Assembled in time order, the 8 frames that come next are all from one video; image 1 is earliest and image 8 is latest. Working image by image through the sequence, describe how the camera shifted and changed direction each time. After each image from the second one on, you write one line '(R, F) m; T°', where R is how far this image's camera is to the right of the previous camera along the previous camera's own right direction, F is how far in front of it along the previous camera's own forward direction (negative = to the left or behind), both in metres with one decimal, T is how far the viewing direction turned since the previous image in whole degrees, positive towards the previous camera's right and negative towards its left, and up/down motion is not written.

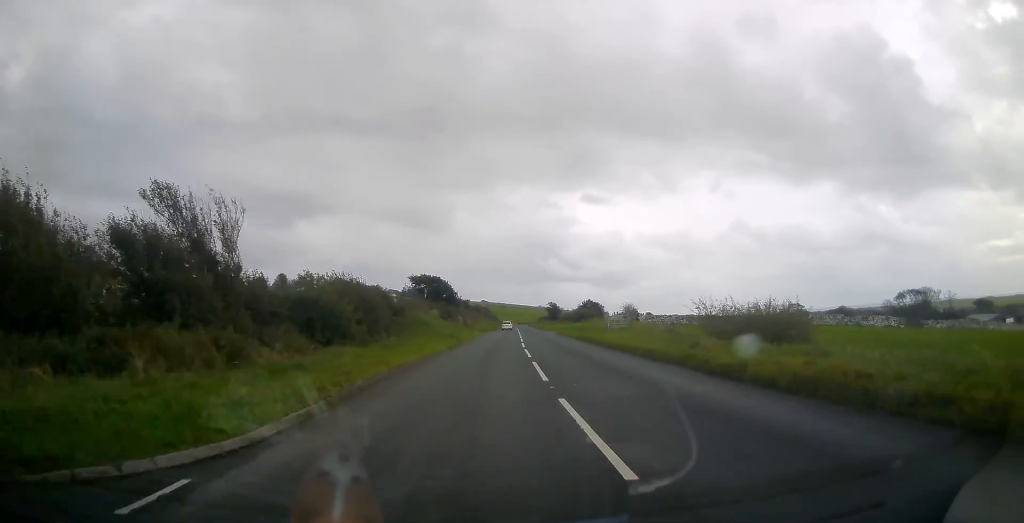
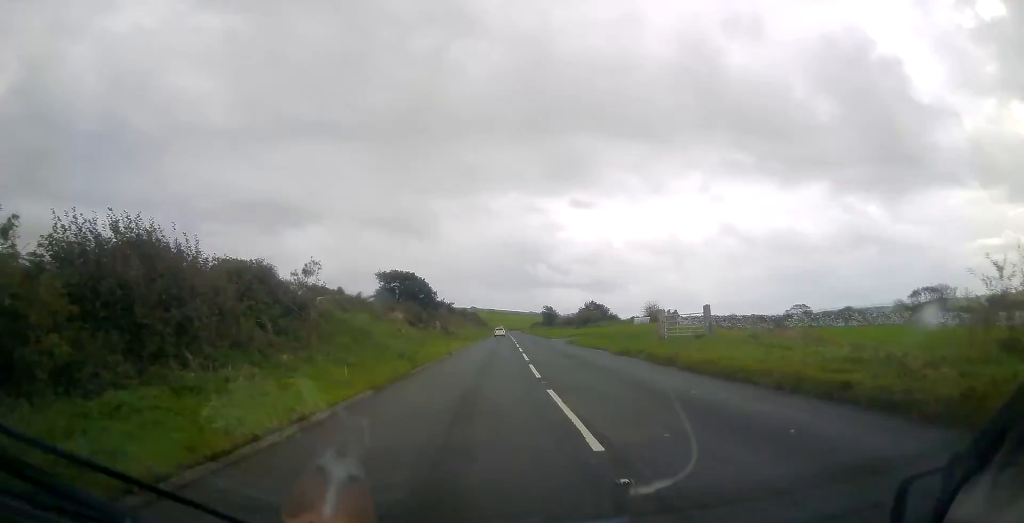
(+0.3, +16.7) m; +2°
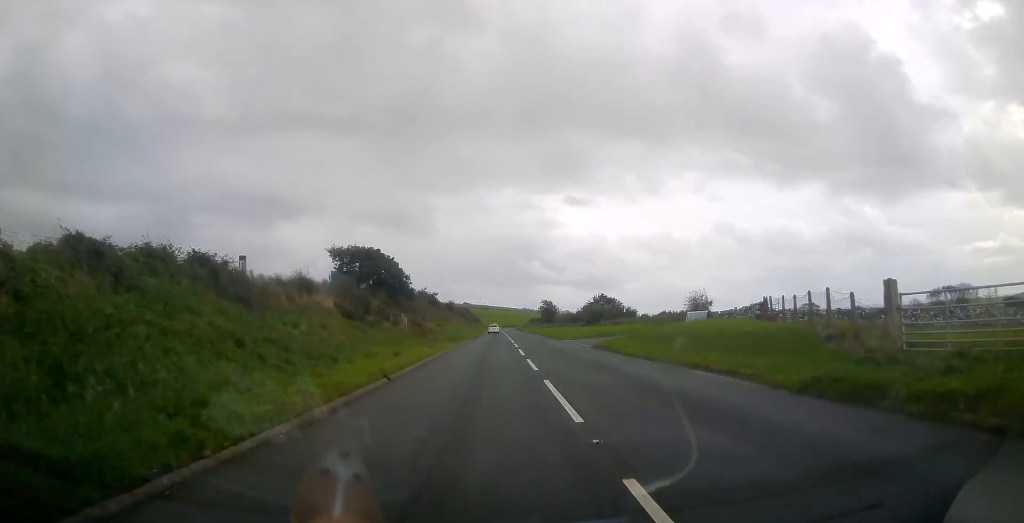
(+0.2, +16.8) m; +1°
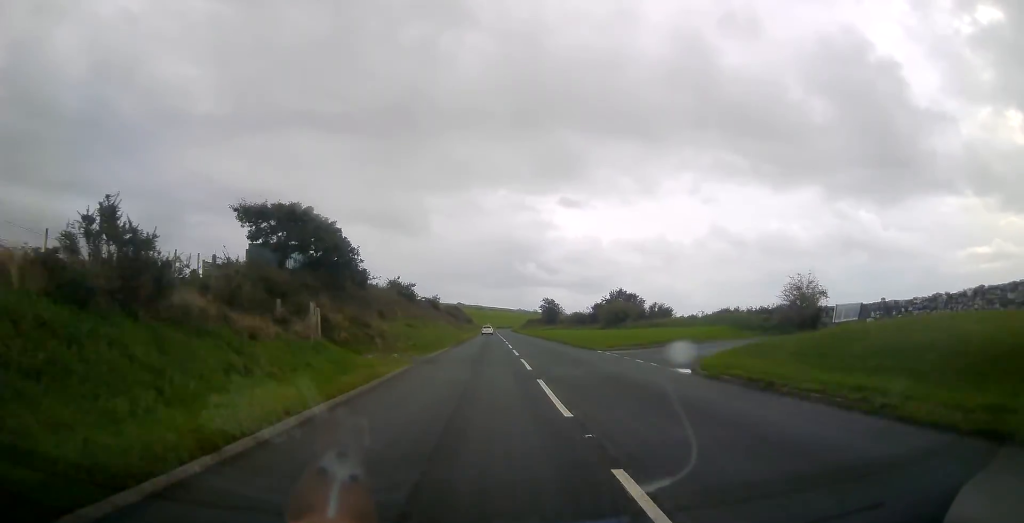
(+0.2, +17.7) m; +1°
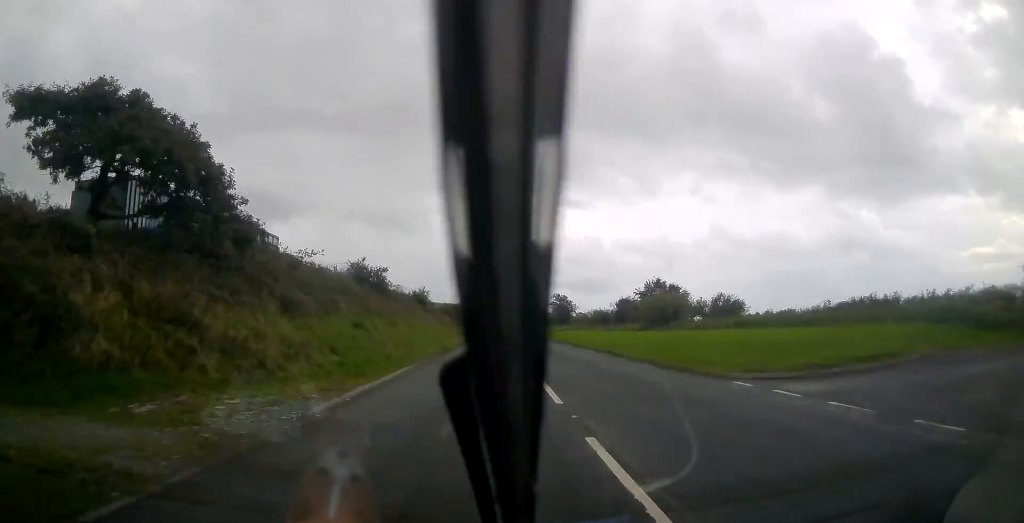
(+0.1, +17.0) m; 0°
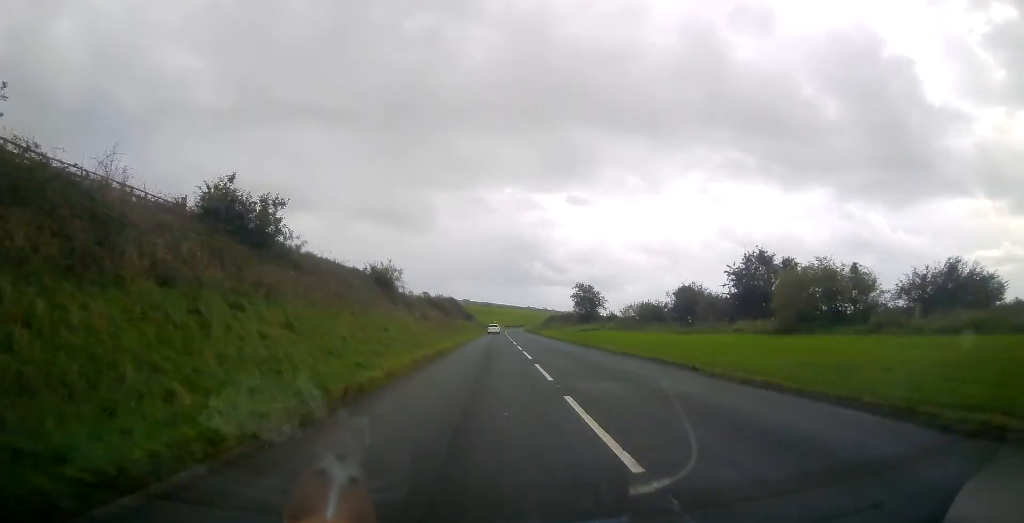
(0.0, +23.2) m; 0°
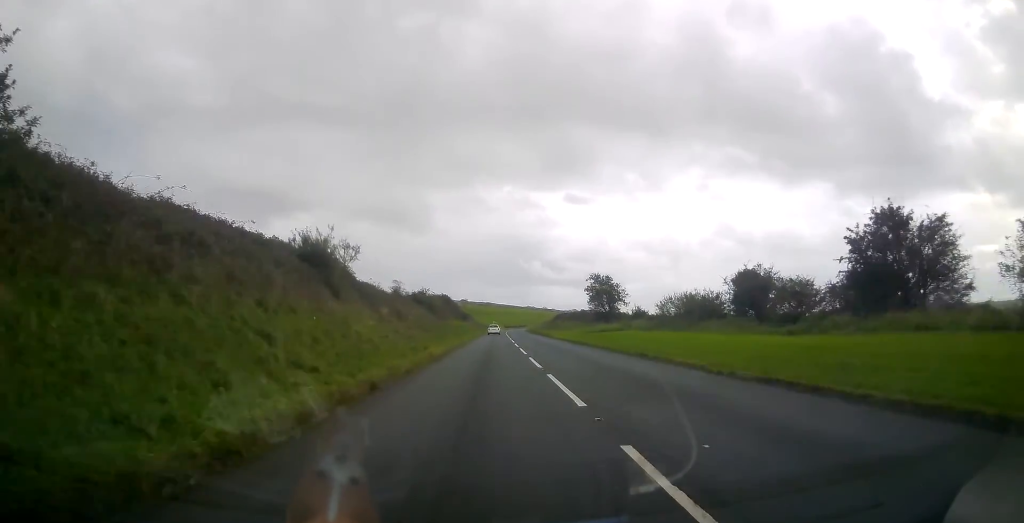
(0.0, +13.9) m; 0°
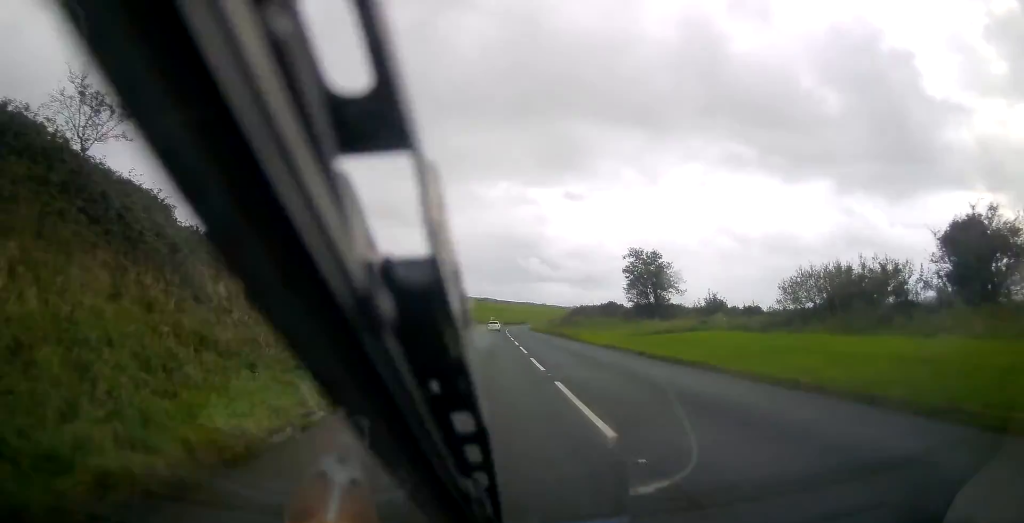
(-0.1, +20.8) m; 0°
